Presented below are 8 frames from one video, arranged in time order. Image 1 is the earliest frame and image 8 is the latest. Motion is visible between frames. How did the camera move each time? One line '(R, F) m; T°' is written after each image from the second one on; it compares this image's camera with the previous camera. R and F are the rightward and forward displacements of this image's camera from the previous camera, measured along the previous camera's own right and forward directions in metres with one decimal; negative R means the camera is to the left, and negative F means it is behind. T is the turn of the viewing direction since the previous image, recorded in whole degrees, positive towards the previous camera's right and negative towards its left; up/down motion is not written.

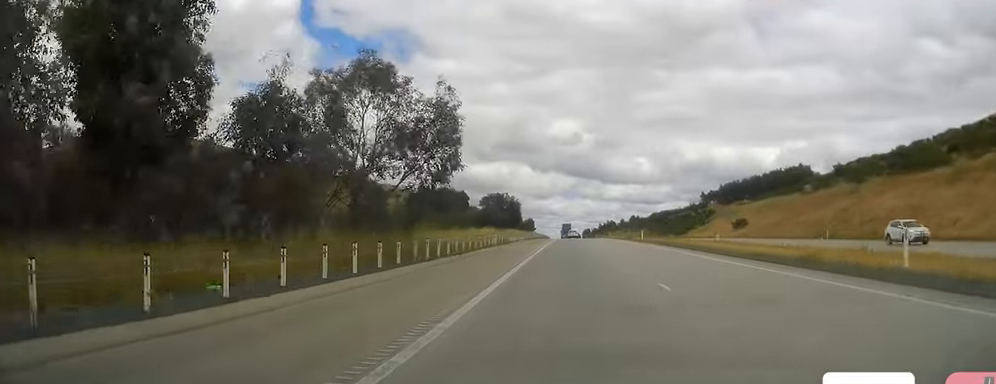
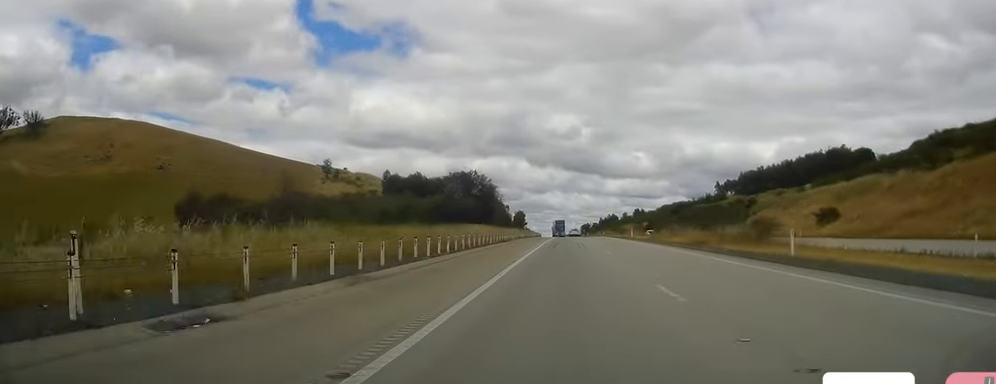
(+0.6, +51.5) m; +1°
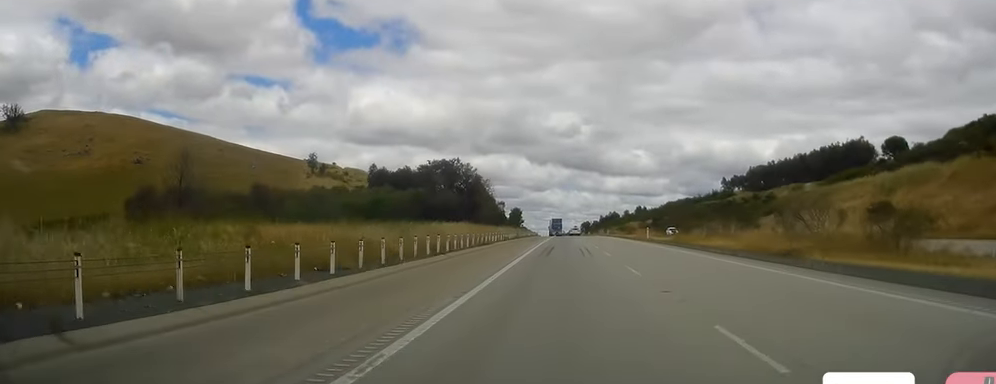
(+0.3, +17.2) m; -1°
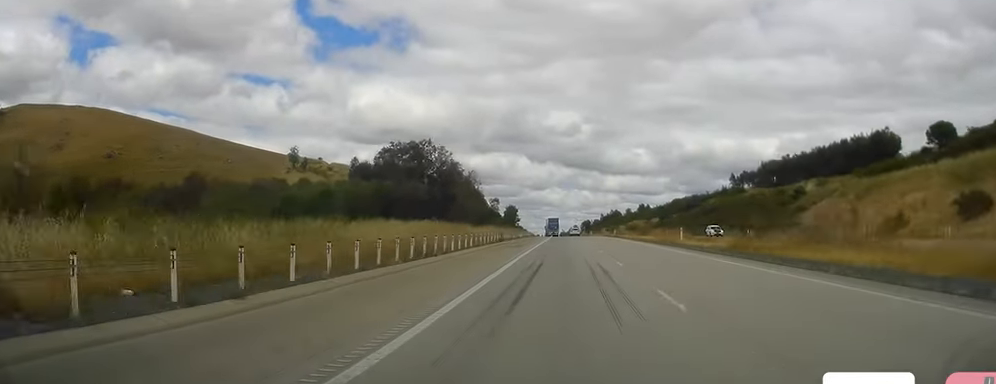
(-0.7, +20.1) m; -1°
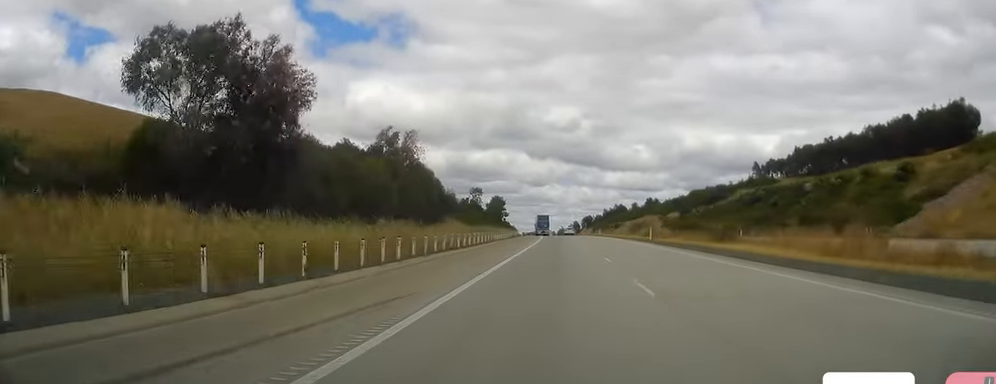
(+0.6, +46.2) m; +2°
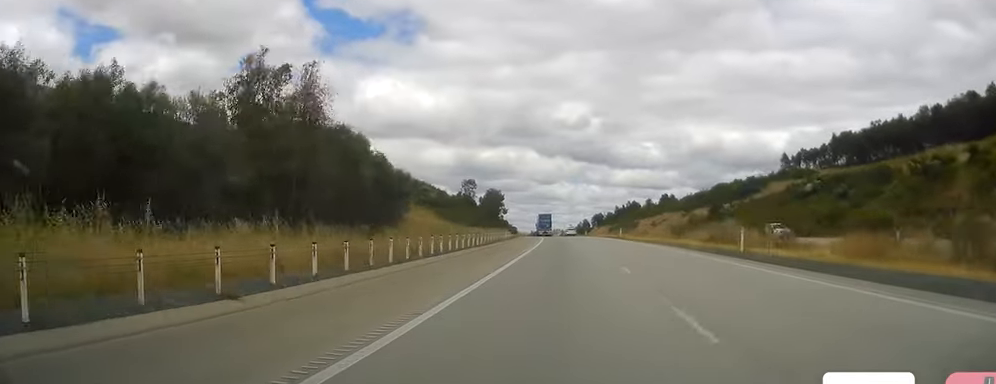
(+0.2, +29.9) m; 0°
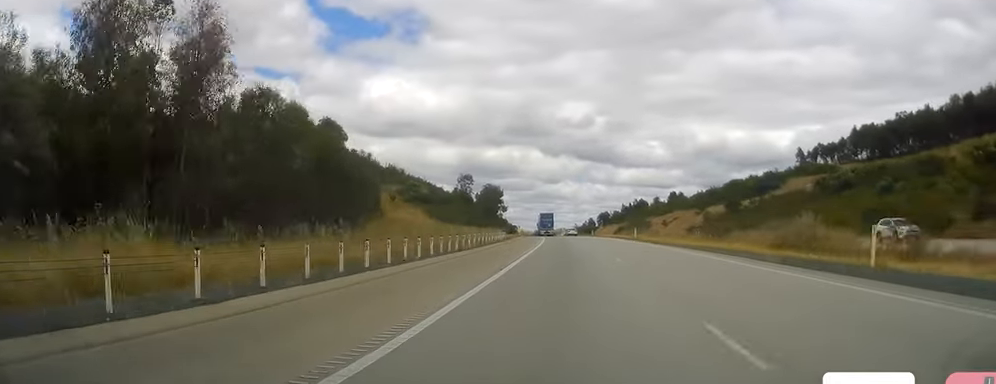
(+0.2, +13.4) m; 0°
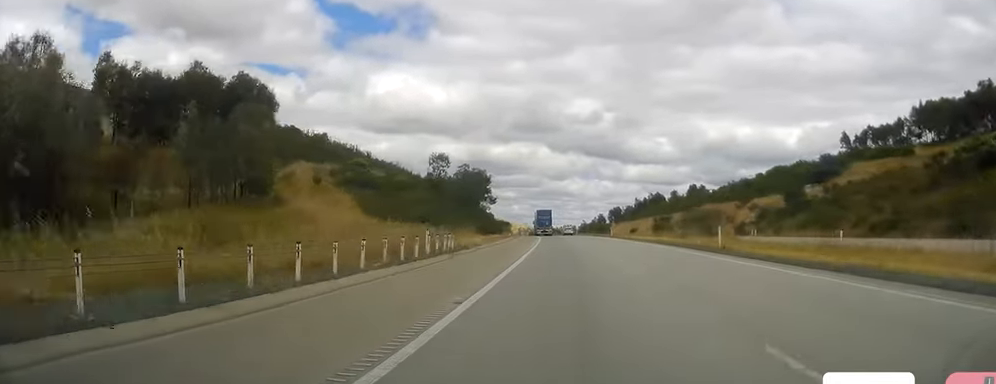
(-0.9, +38.5) m; -2°
